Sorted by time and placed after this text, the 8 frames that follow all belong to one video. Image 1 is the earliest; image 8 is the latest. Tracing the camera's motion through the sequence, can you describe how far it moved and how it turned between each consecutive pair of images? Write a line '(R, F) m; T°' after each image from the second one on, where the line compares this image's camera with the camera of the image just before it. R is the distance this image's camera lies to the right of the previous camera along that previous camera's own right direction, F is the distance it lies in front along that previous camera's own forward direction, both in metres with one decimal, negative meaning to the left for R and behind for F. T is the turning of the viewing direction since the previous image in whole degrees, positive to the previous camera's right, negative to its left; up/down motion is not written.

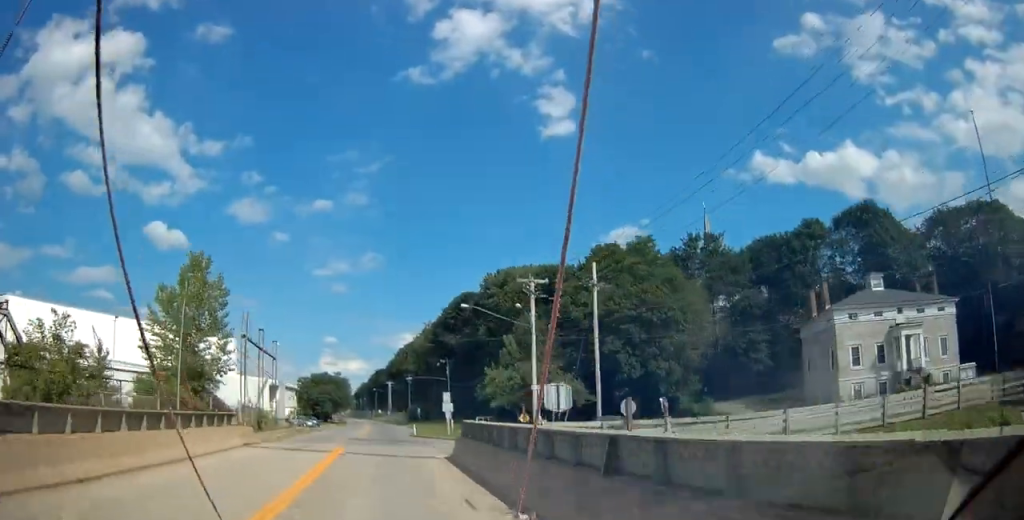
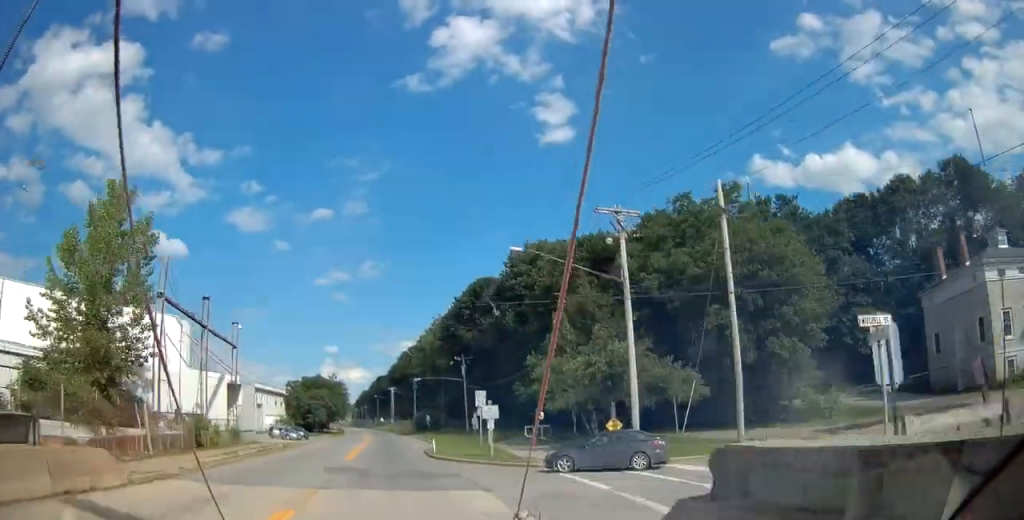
(-0.1, +19.4) m; 0°
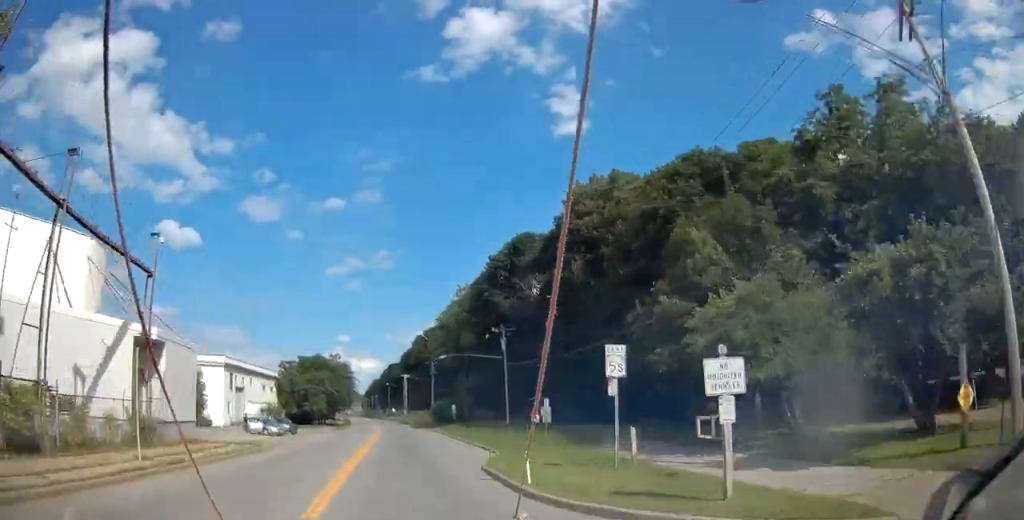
(-0.1, +21.7) m; 0°
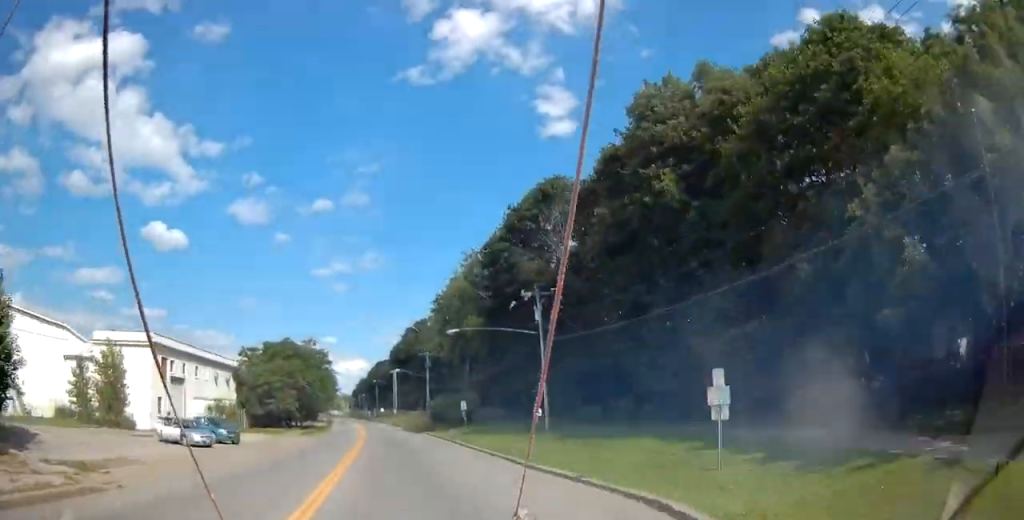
(-0.1, +19.9) m; 0°
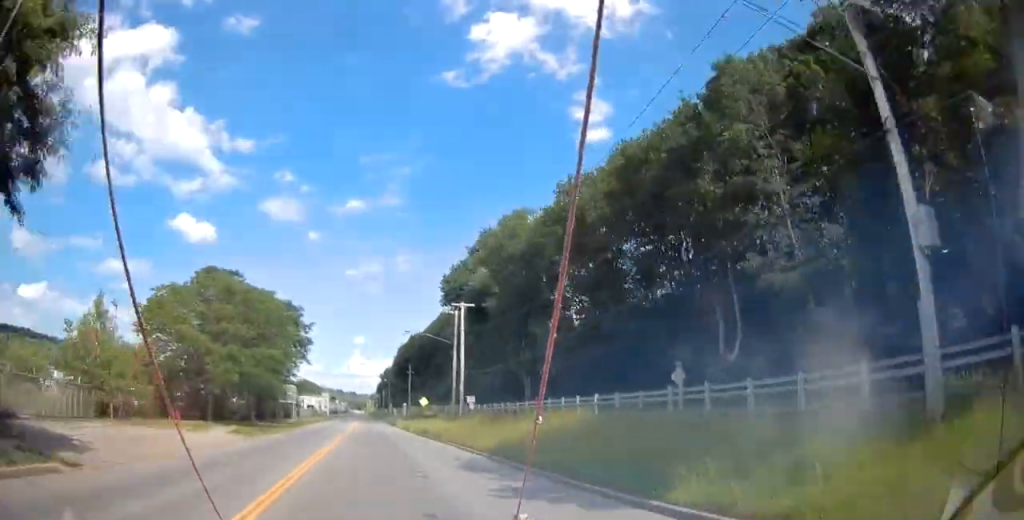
(-1.6, +90.8) m; -3°
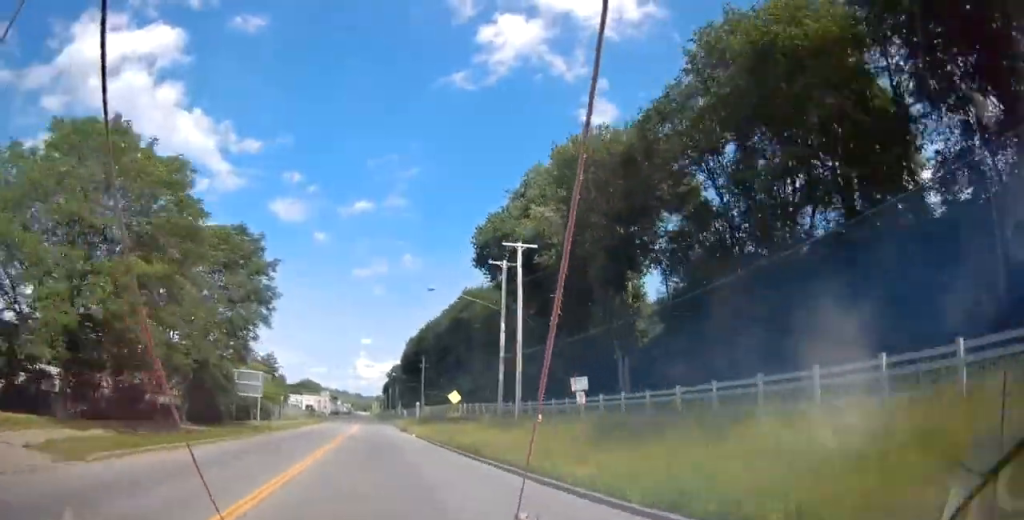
(-0.6, +22.3) m; 0°
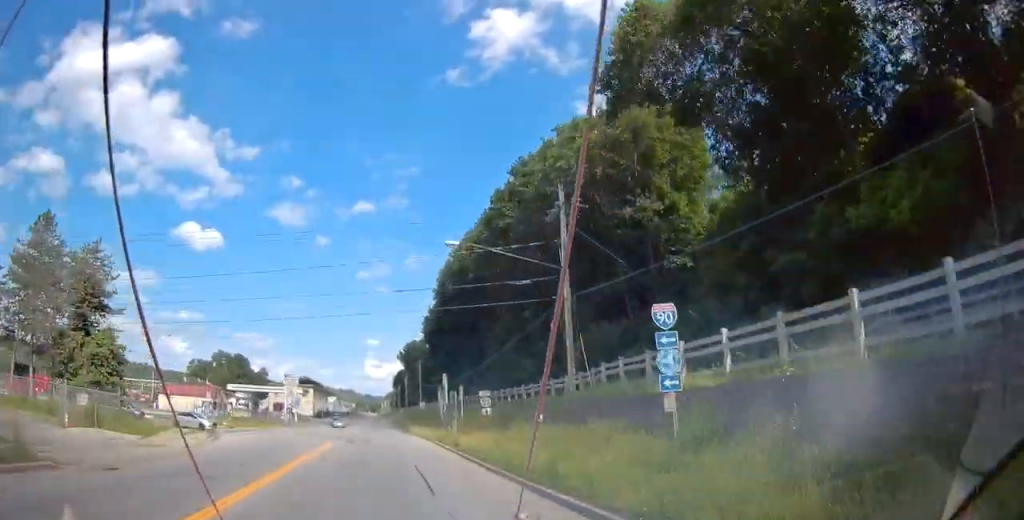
(+0.4, +76.2) m; 0°
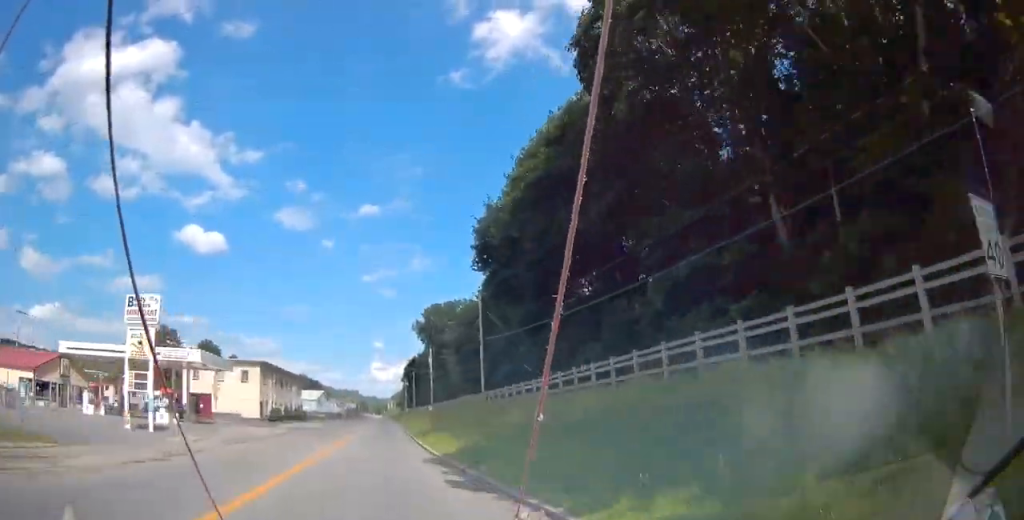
(-0.6, +58.8) m; +2°
